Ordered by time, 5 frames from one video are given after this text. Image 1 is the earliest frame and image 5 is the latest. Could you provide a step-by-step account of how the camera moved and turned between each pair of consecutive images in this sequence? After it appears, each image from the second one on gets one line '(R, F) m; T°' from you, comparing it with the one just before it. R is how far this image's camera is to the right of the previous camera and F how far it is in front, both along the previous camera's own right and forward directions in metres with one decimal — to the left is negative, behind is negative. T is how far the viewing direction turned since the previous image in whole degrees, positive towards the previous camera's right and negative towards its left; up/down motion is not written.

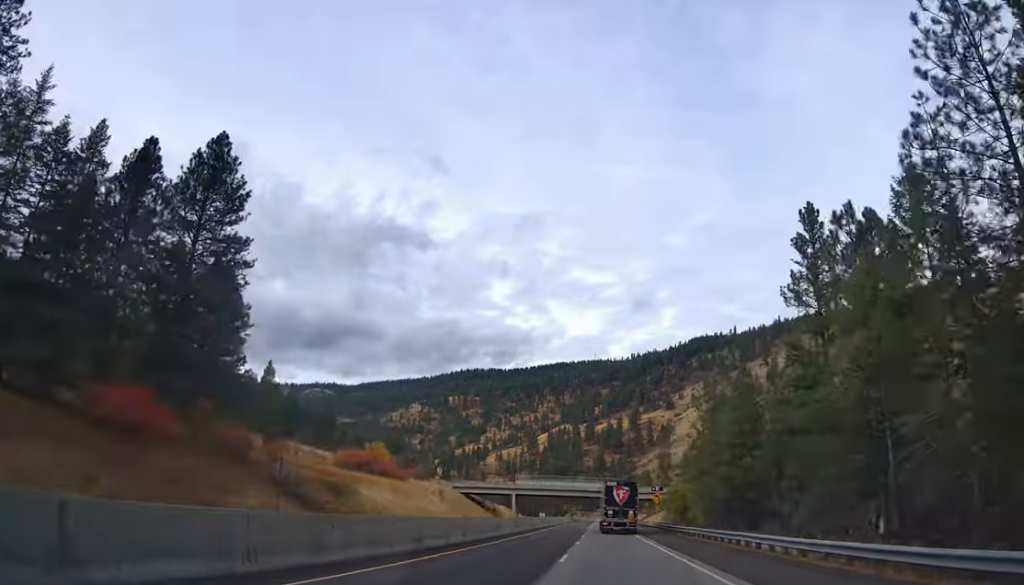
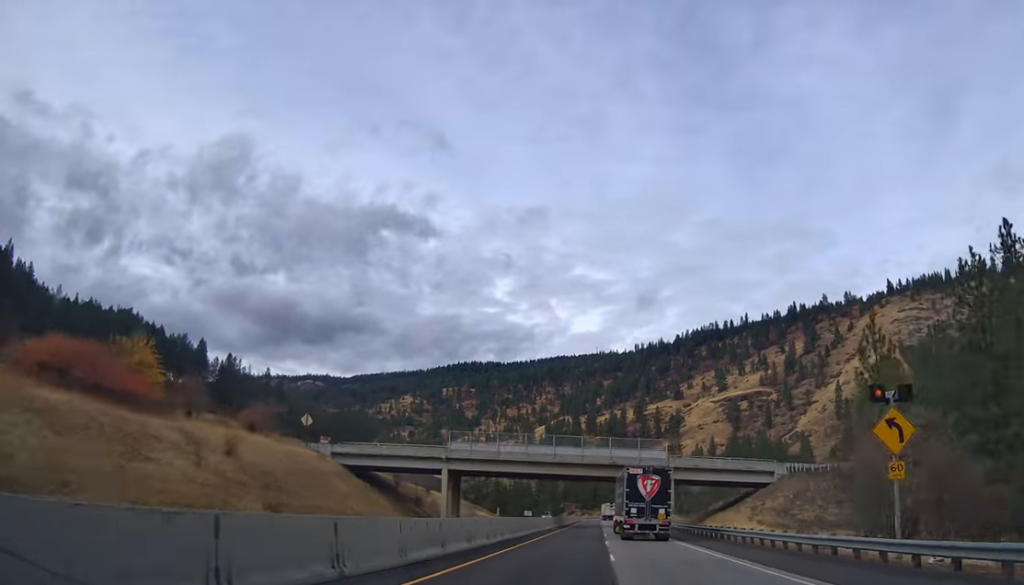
(-1.1, +73.5) m; -2°
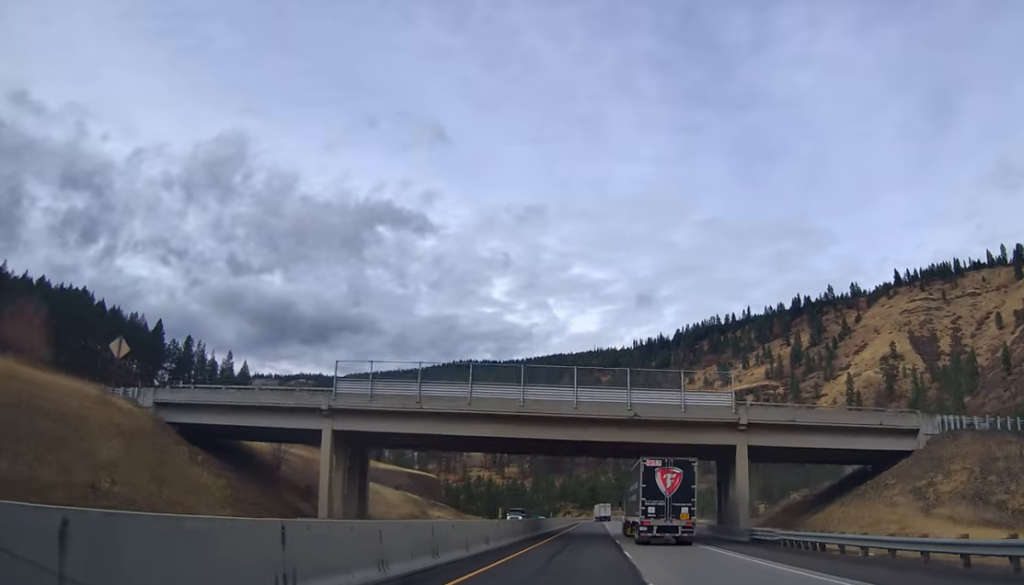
(+0.1, +34.8) m; +1°
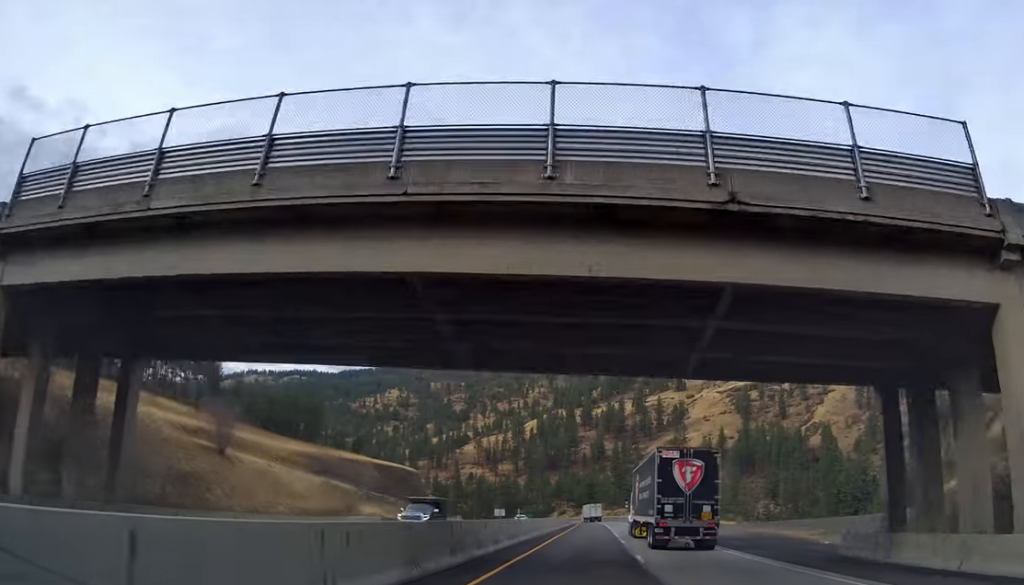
(+0.3, +27.0) m; 0°
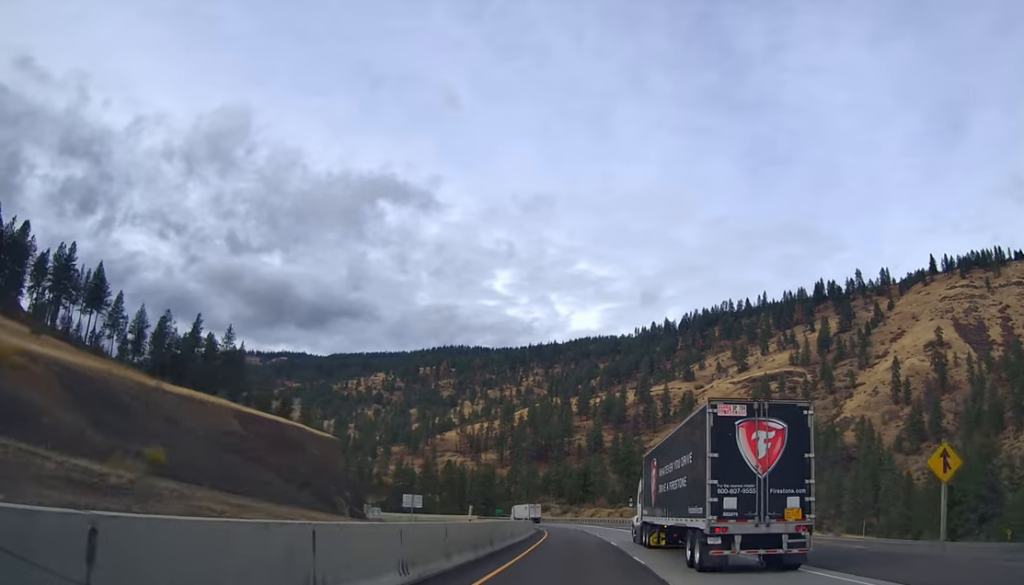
(-0.7, +75.3) m; 0°
